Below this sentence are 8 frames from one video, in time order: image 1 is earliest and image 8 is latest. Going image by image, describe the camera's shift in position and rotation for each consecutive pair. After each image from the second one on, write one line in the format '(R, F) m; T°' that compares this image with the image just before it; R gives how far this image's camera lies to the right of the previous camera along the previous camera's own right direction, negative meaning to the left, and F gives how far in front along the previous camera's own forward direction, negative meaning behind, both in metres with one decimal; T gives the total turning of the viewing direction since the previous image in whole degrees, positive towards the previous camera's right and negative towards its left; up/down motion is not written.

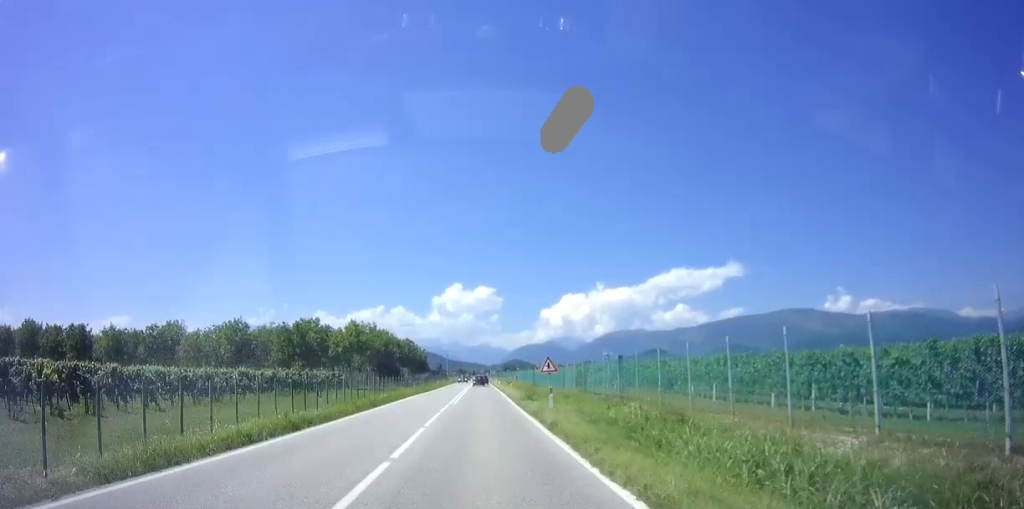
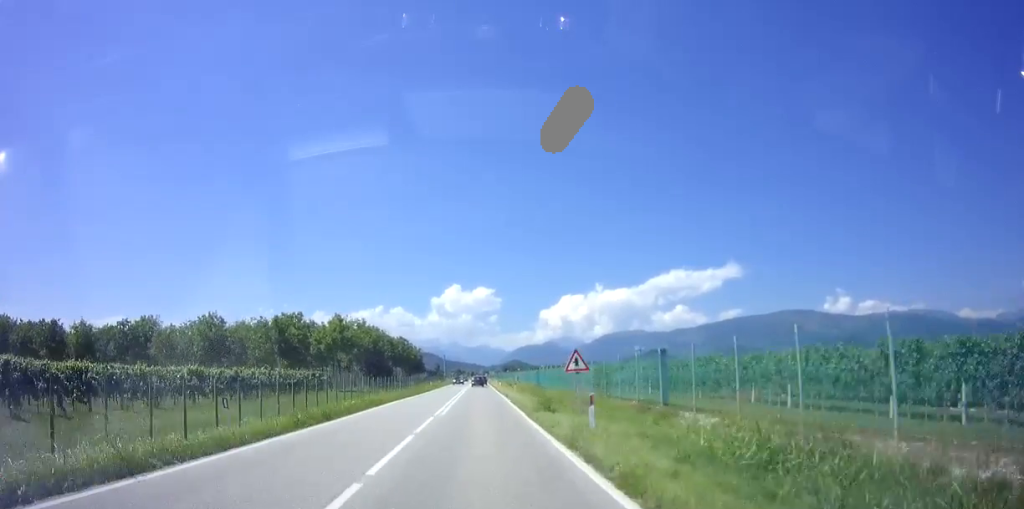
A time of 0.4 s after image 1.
(0.0, +7.4) m; 0°
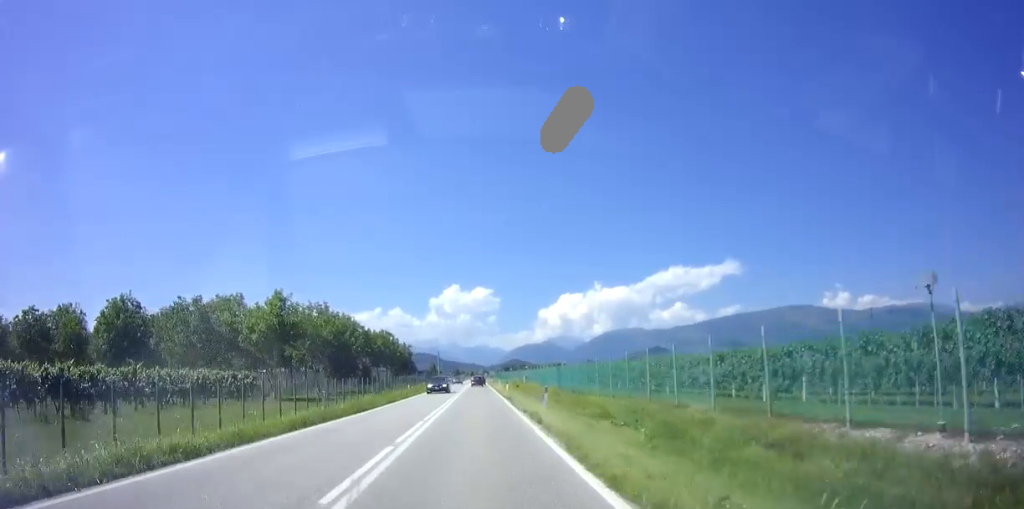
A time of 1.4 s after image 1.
(0.0, +19.1) m; 0°
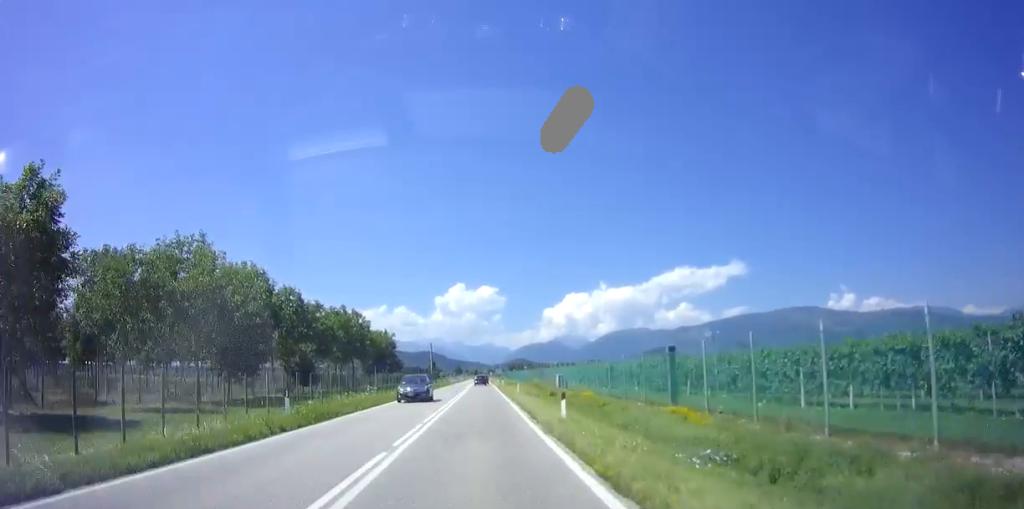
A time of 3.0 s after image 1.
(+0.1, +29.3) m; 0°
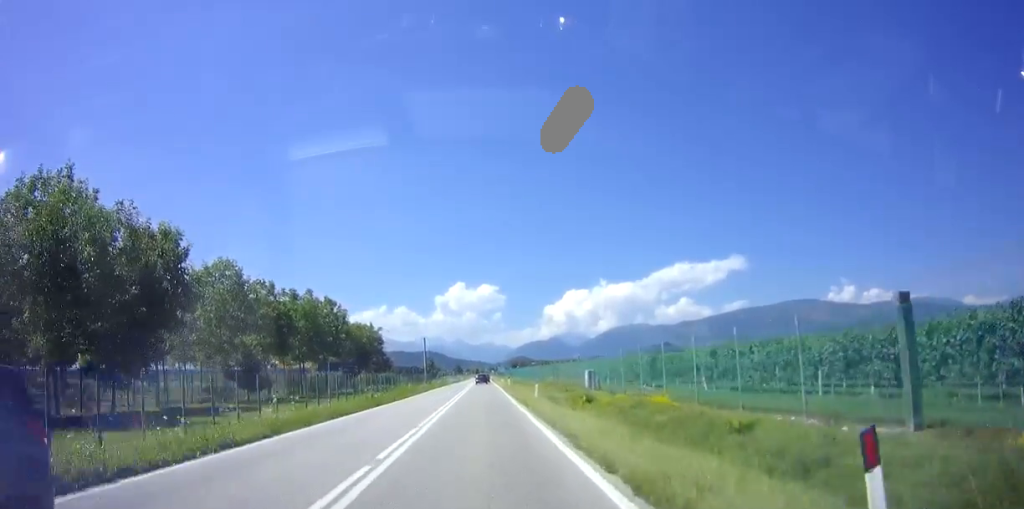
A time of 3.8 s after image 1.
(0.0, +13.4) m; 0°
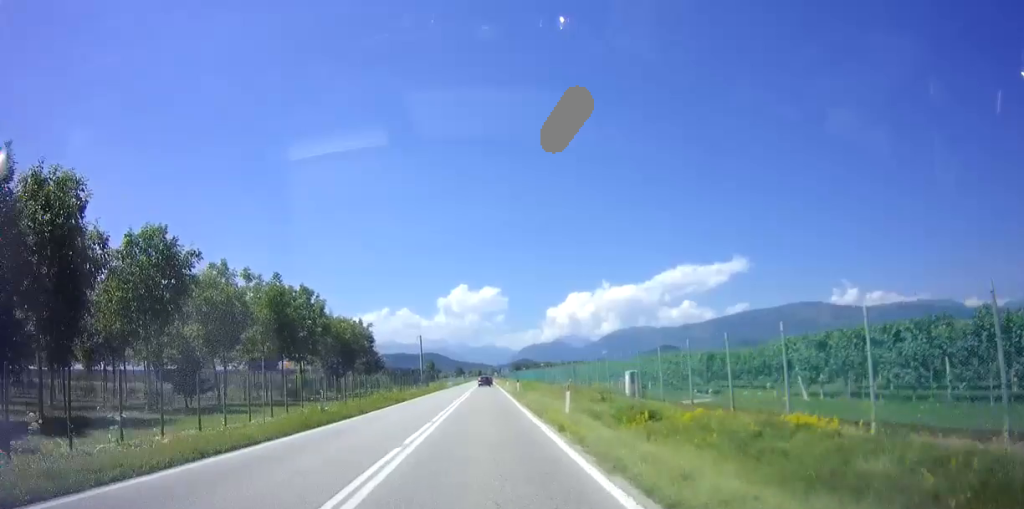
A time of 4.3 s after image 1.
(0.0, +9.1) m; 0°
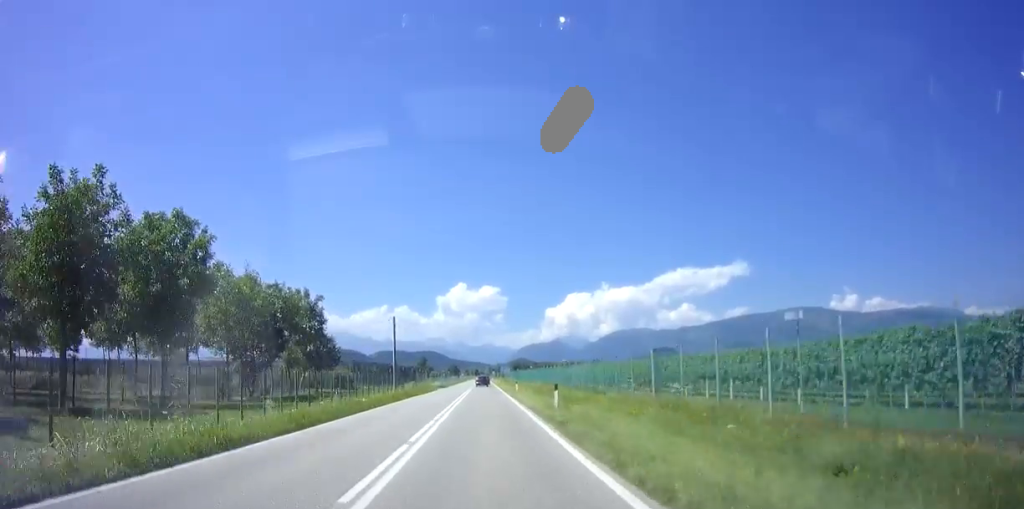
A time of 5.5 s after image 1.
(+0.1, +22.5) m; 0°
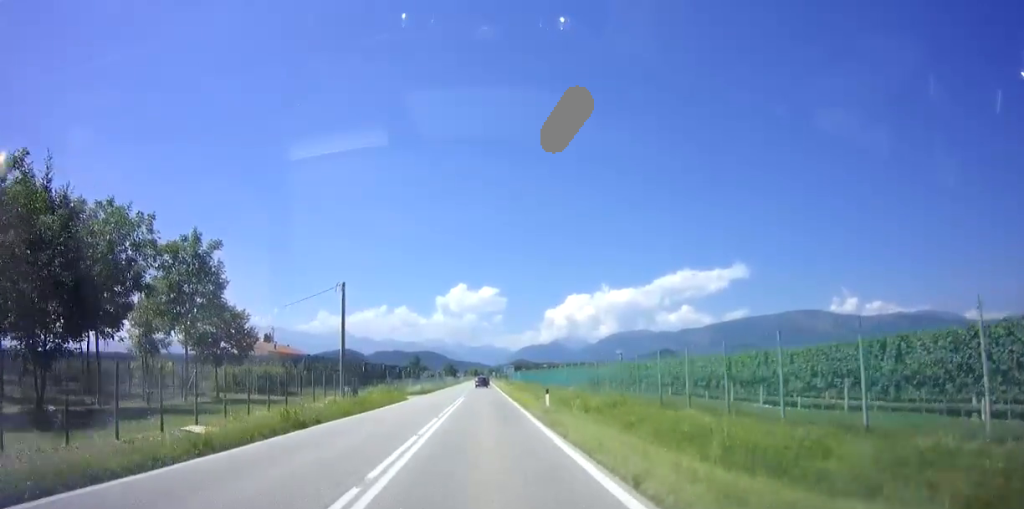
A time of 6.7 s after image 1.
(0.0, +21.3) m; 0°
